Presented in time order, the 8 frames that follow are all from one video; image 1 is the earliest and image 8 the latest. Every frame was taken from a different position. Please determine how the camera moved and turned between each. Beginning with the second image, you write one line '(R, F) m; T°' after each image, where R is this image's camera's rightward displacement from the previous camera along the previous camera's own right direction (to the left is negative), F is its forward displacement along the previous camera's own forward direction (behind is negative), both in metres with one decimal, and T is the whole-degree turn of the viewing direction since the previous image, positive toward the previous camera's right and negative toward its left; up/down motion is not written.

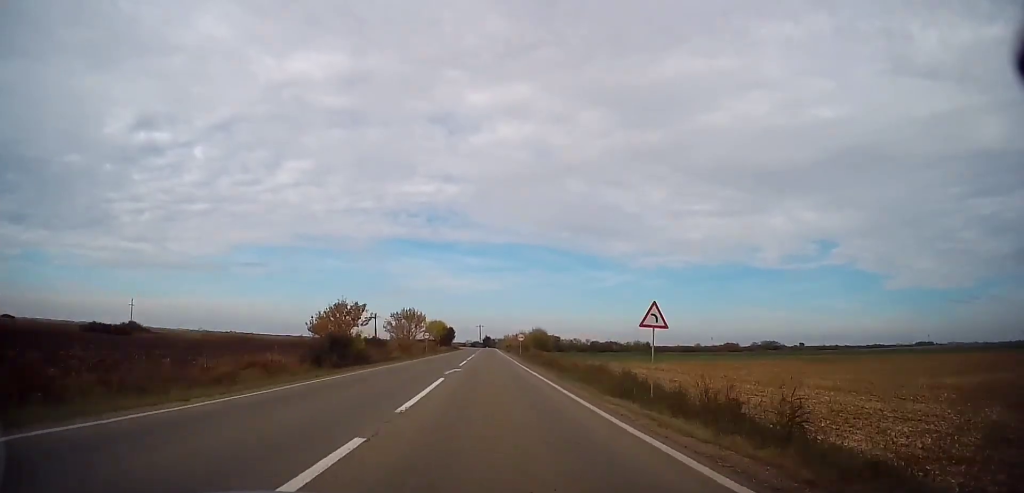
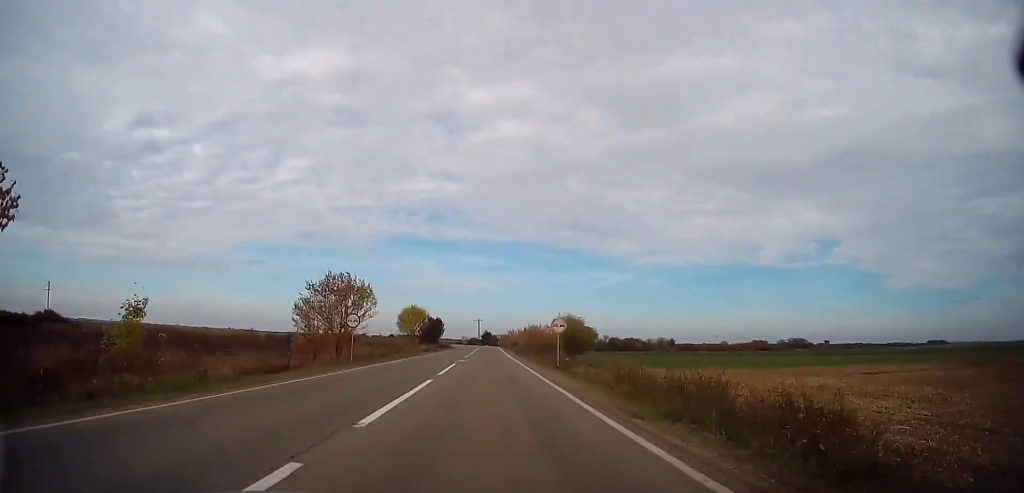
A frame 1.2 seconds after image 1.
(-0.1, +34.4) m; 0°
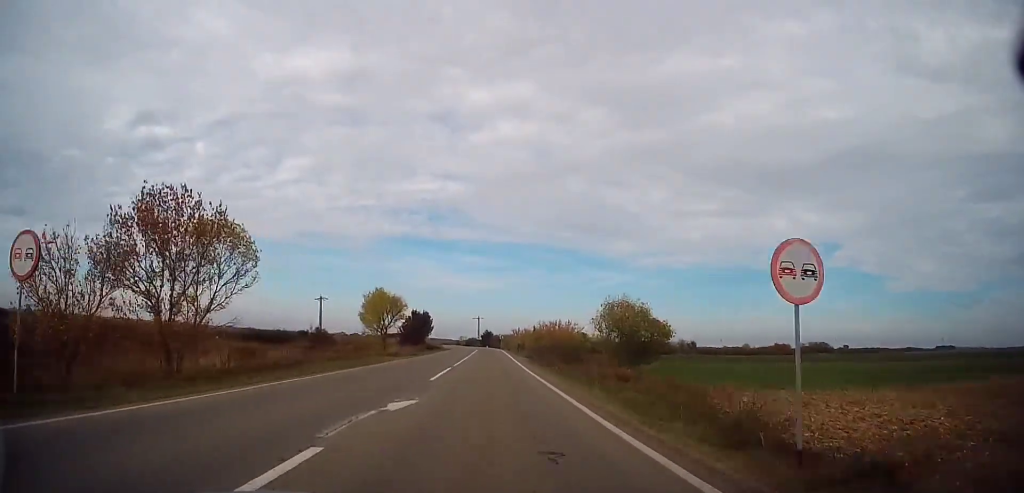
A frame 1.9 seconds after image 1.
(+0.1, +22.7) m; 0°
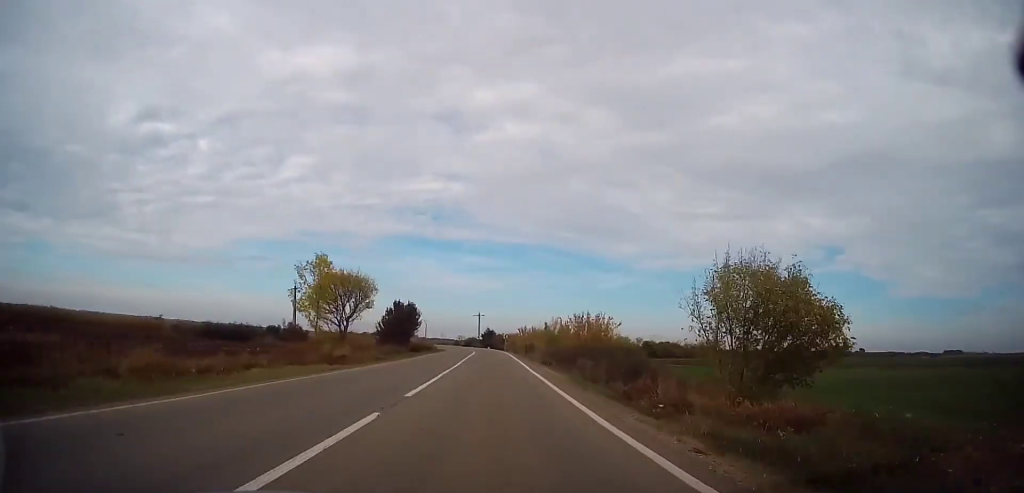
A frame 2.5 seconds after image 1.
(+0.1, +16.7) m; 0°
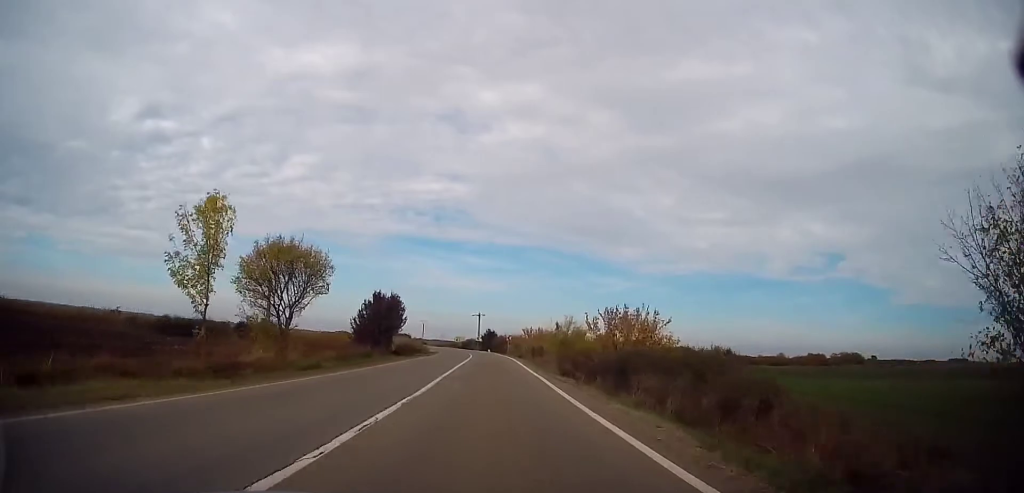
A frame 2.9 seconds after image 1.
(-0.2, +12.3) m; 0°
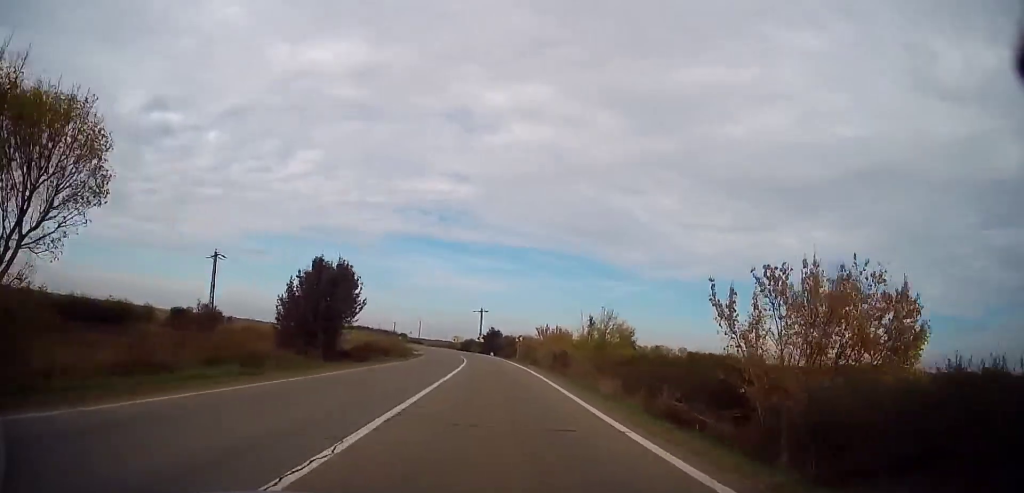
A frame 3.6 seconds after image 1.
(-0.1, +19.8) m; 0°
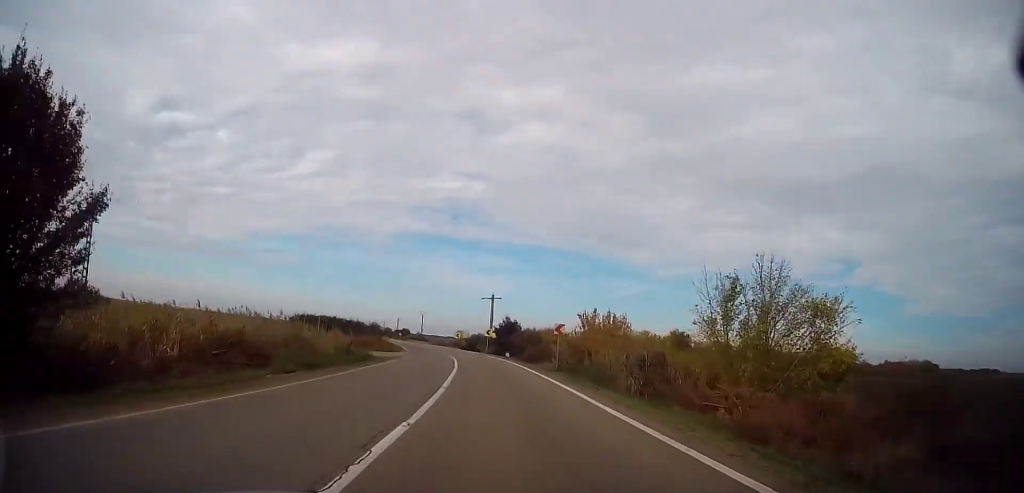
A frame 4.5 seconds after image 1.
(+0.1, +26.3) m; -1°
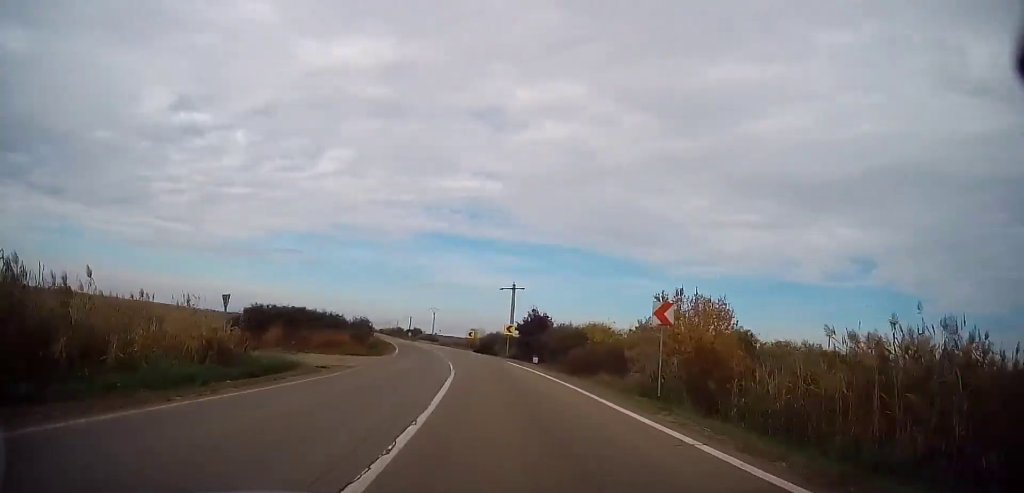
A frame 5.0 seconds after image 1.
(-0.2, +17.0) m; -2°
